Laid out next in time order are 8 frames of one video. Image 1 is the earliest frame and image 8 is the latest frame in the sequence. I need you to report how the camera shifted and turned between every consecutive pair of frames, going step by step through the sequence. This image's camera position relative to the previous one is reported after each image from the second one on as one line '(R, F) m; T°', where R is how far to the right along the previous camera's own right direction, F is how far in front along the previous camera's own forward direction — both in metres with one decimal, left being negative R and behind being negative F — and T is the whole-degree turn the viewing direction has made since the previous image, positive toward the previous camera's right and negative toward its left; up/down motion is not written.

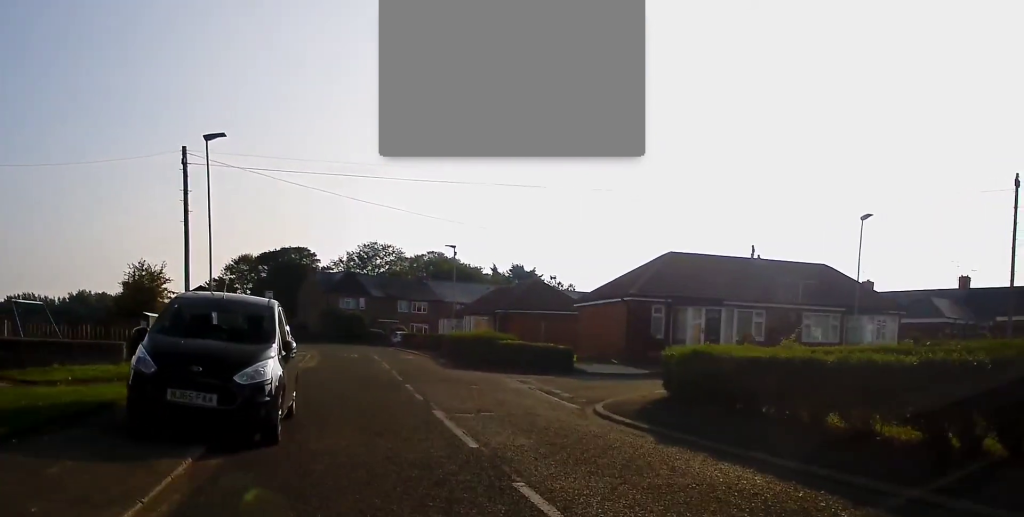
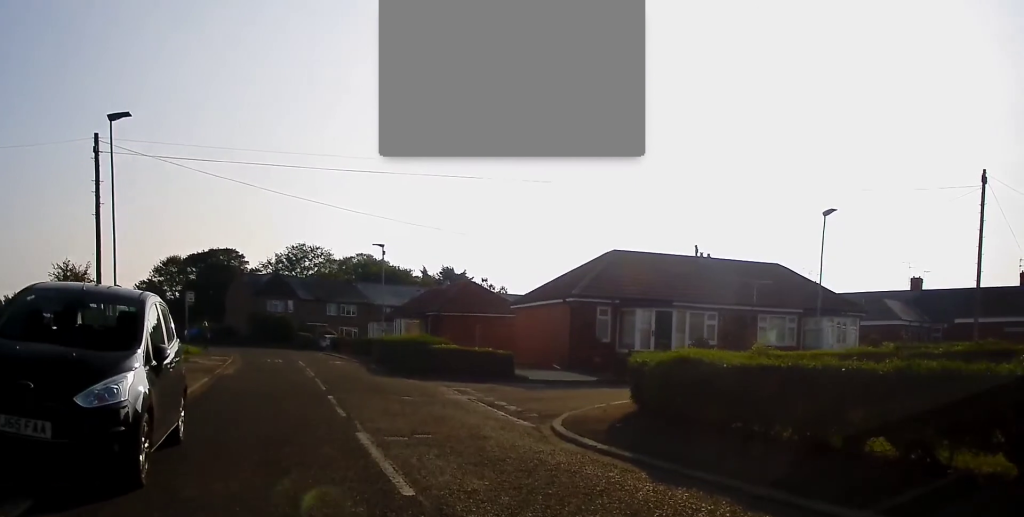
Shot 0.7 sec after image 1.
(0.0, +2.4) m; +5°
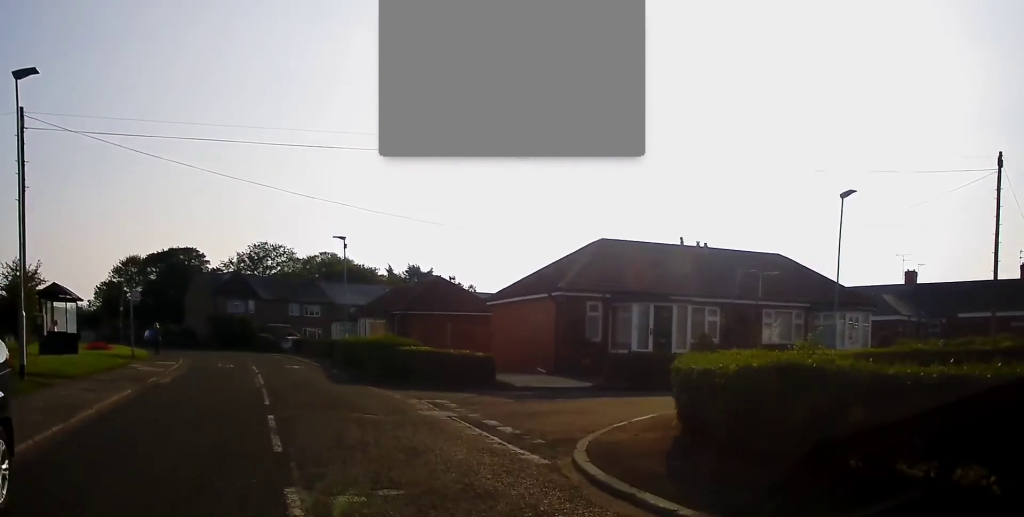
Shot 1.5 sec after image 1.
(+0.3, +3.4) m; +1°
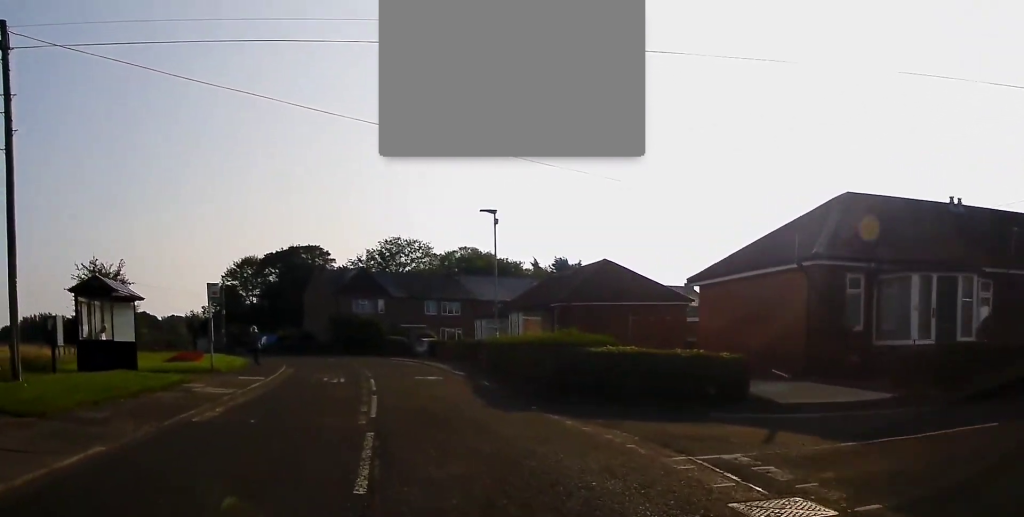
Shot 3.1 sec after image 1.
(-0.5, +7.8) m; -7°
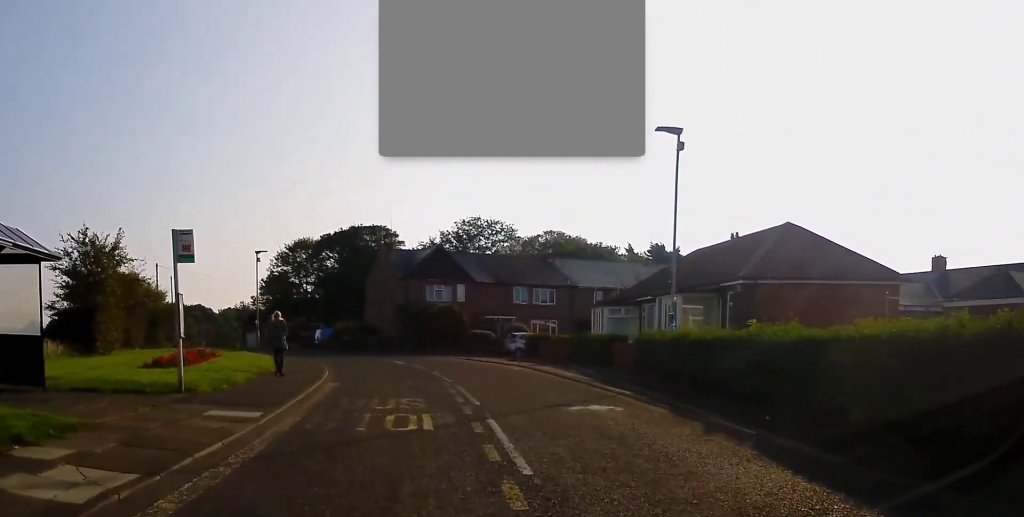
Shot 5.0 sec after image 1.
(0.0, +11.9) m; -5°
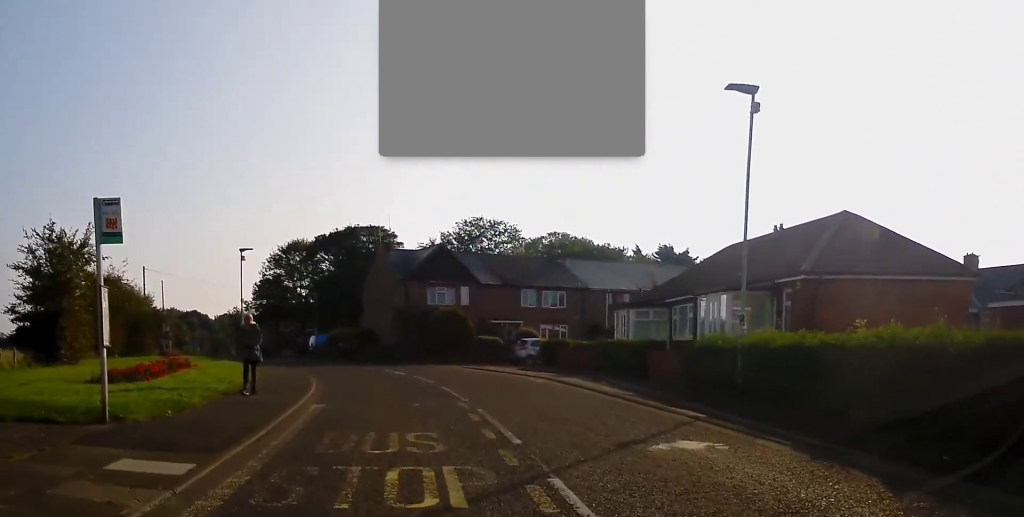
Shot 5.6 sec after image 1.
(-0.4, +4.0) m; 0°
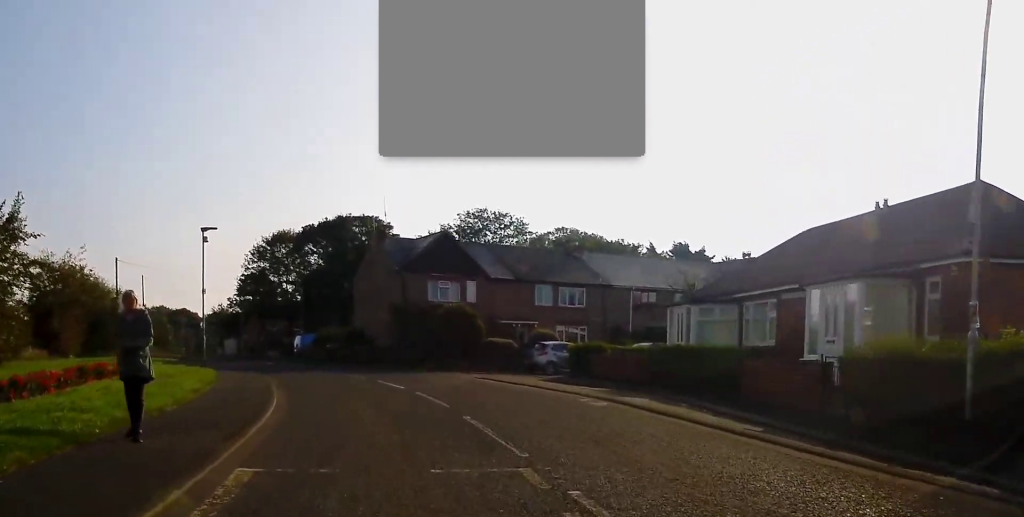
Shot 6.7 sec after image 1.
(+0.2, +6.8) m; +4°
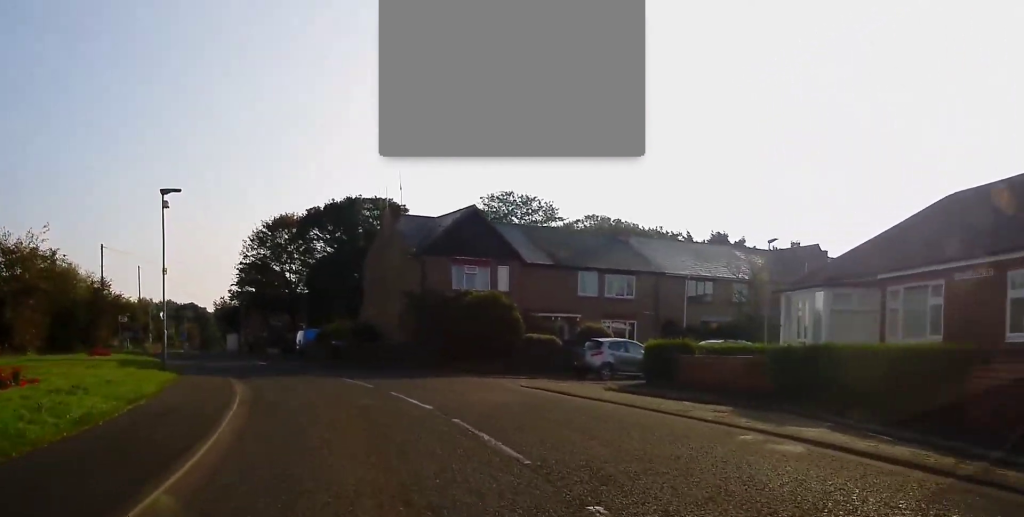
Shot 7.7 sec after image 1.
(+0.1, +6.8) m; -2°
